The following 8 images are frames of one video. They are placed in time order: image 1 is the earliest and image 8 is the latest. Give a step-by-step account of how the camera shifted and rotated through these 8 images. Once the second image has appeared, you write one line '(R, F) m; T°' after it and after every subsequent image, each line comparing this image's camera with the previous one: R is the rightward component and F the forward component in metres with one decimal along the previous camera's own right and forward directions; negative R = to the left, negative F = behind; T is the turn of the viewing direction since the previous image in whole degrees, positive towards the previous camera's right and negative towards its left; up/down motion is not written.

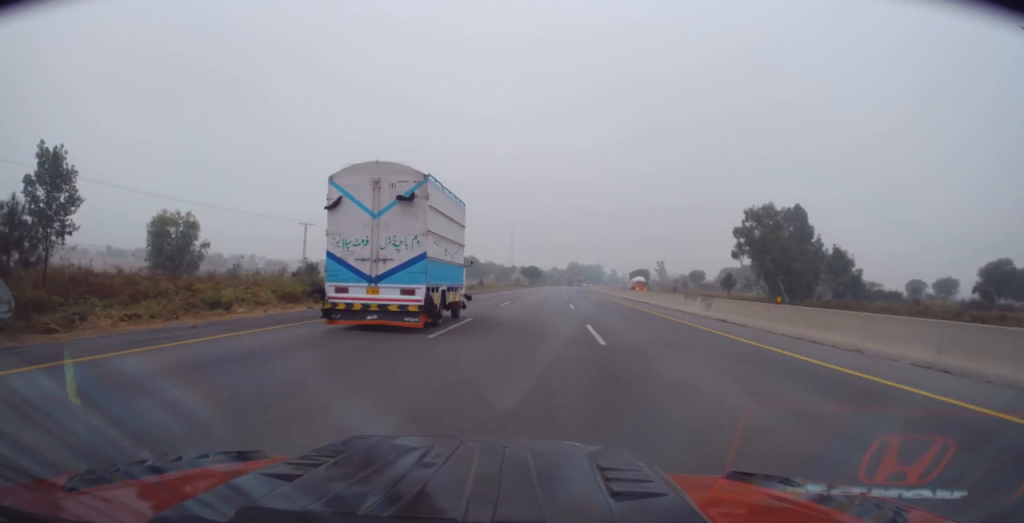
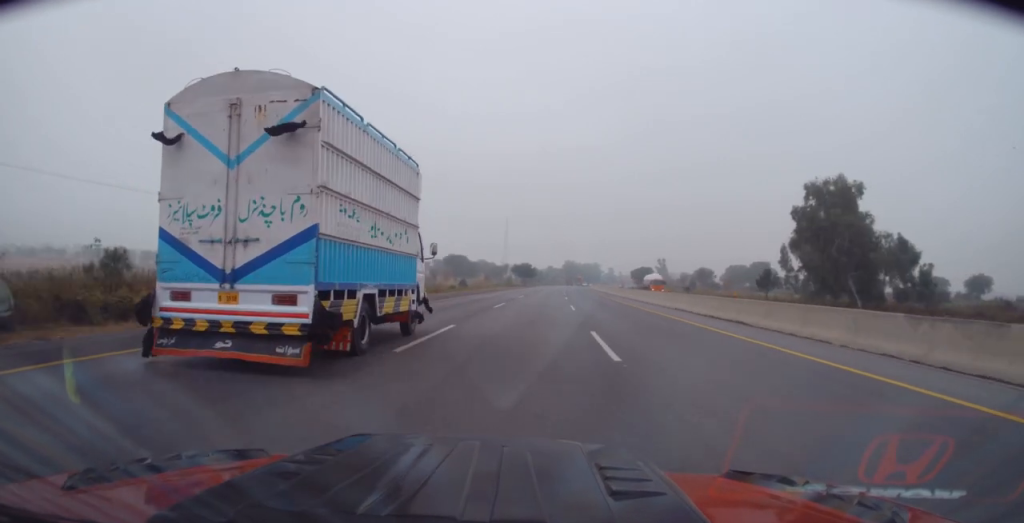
(+0.2, +20.8) m; 0°
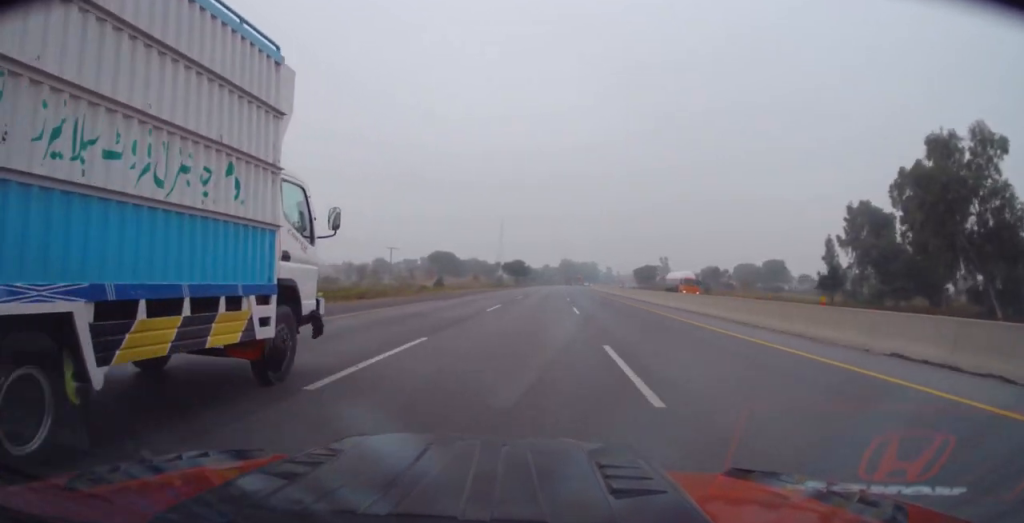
(-0.4, +21.7) m; 0°
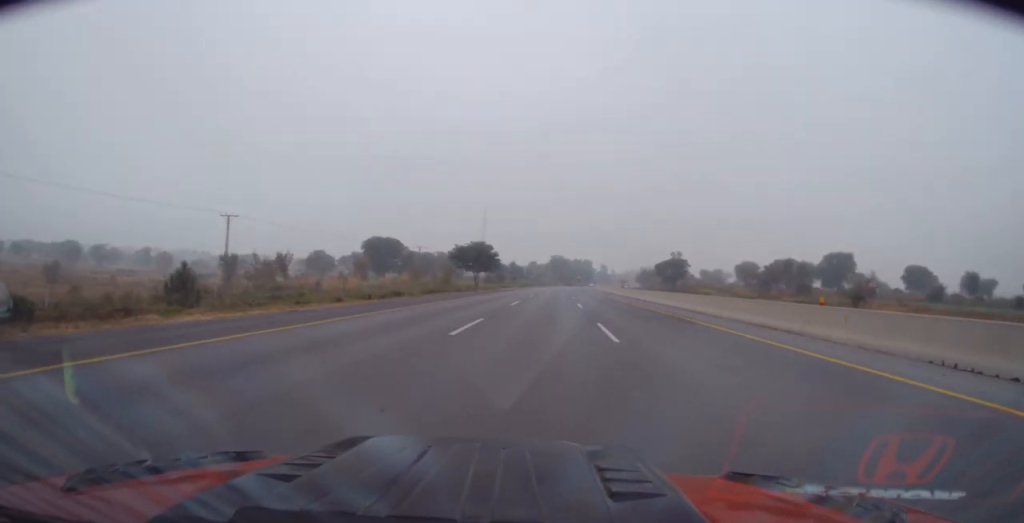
(+1.0, +65.1) m; +1°
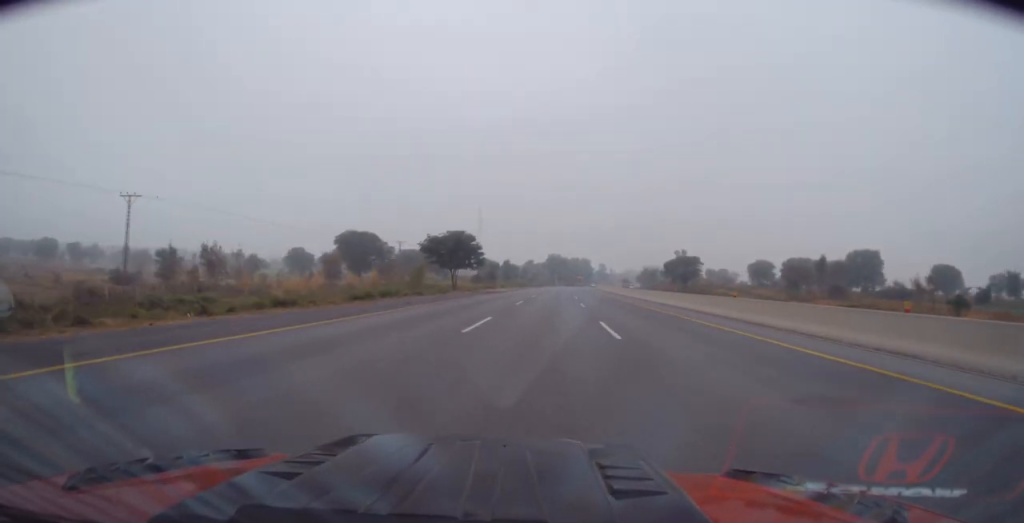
(-0.1, +17.3) m; +1°
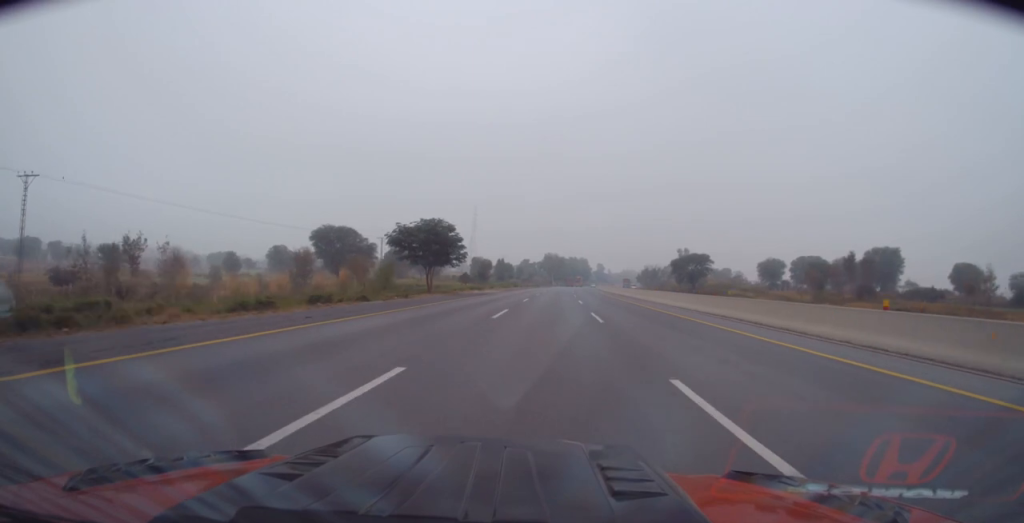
(+0.2, +12.2) m; +1°
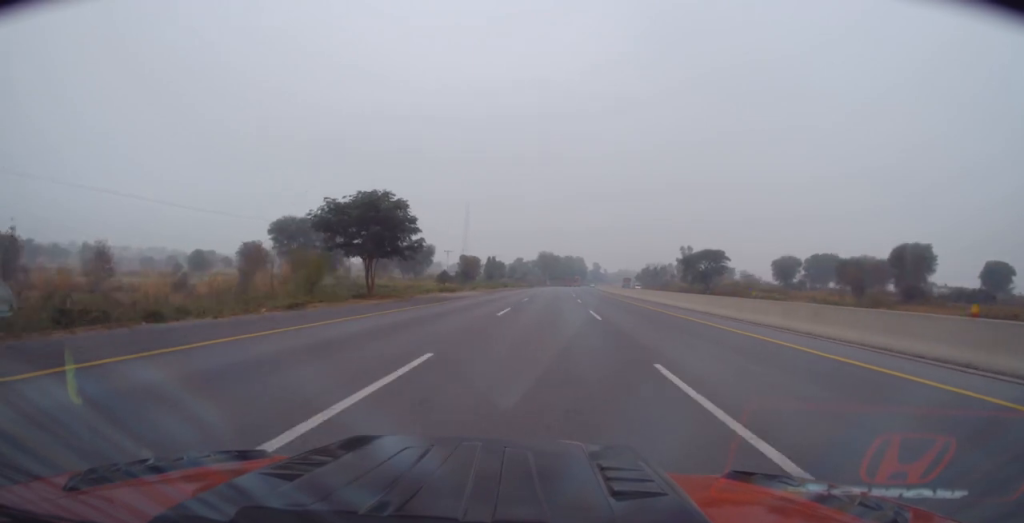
(+0.2, +16.4) m; 0°
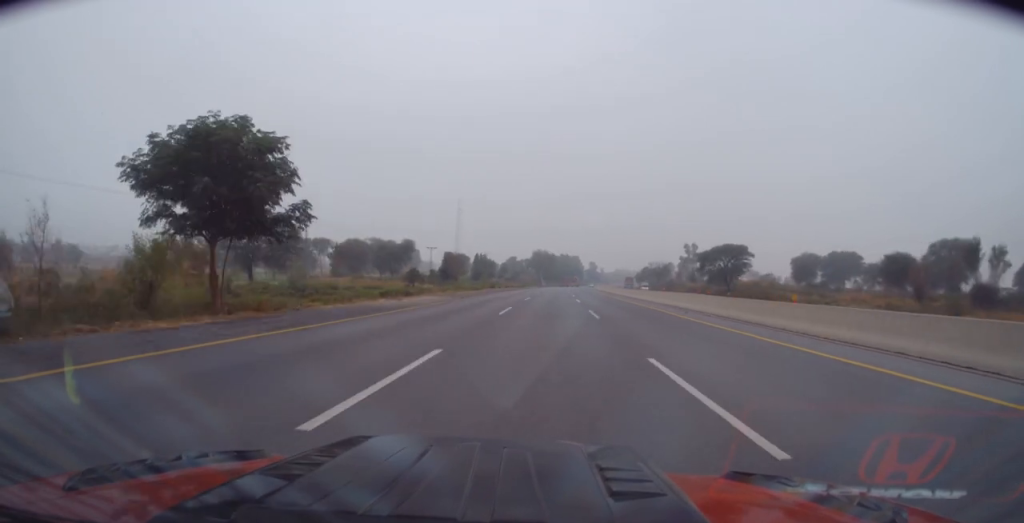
(+0.2, +17.2) m; 0°
